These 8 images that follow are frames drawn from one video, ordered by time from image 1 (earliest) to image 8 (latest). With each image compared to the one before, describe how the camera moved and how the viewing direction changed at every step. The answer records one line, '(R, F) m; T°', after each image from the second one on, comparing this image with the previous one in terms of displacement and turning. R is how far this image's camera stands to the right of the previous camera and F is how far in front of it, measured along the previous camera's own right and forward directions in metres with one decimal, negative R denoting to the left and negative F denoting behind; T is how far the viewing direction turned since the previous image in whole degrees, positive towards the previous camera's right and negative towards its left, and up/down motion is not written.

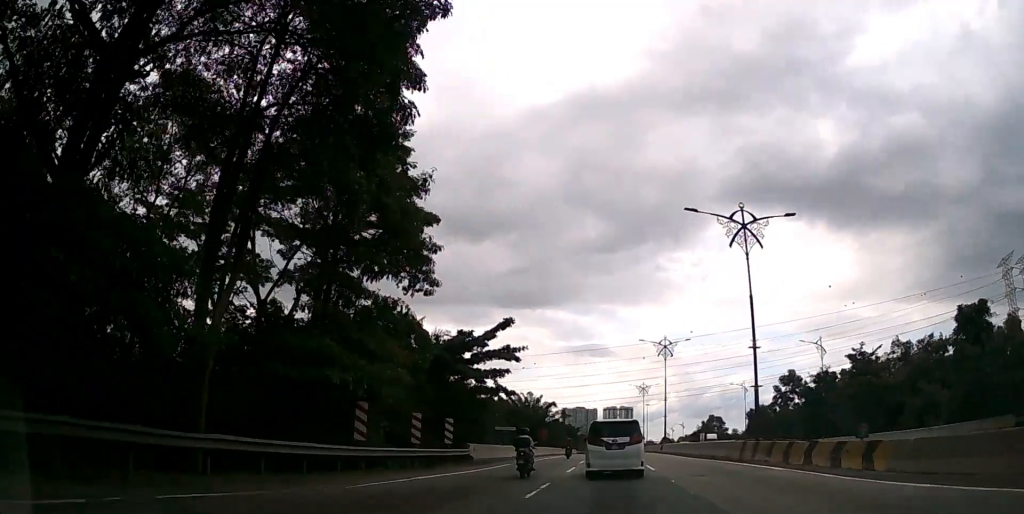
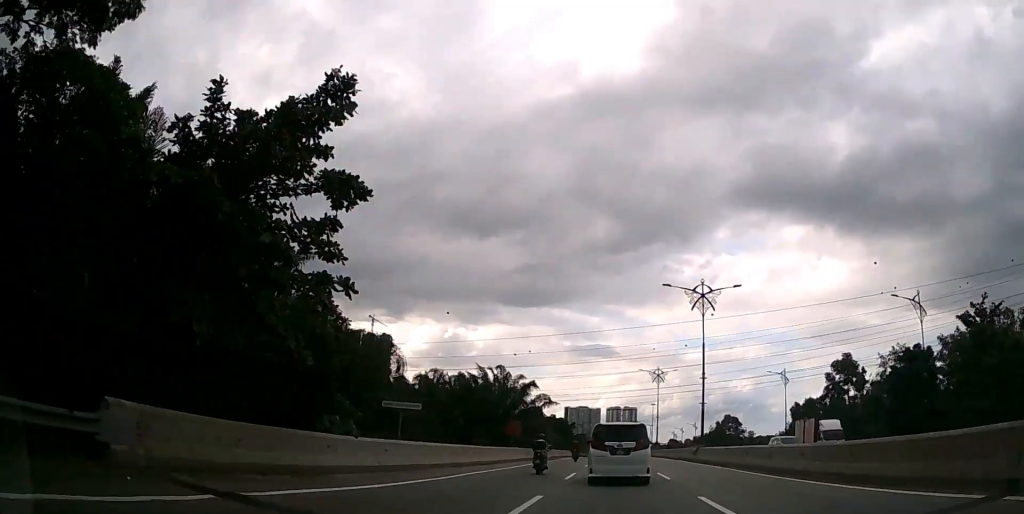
(-0.1, +24.6) m; 0°
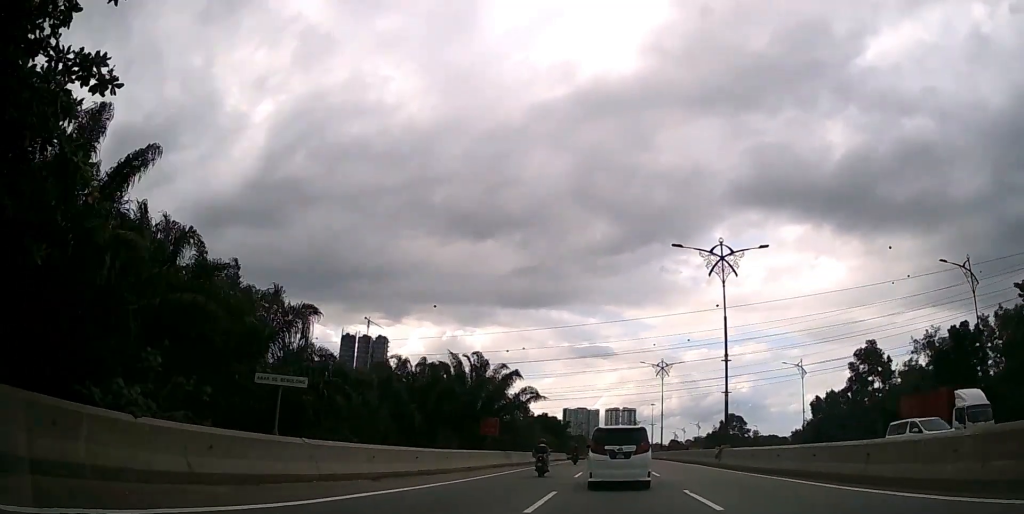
(0.0, +8.4) m; 0°
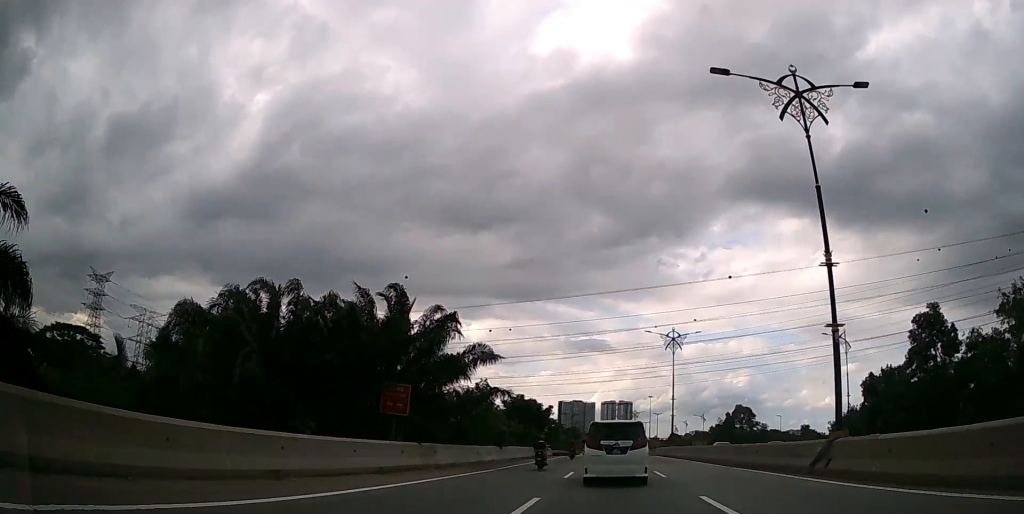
(0.0, +17.7) m; 0°
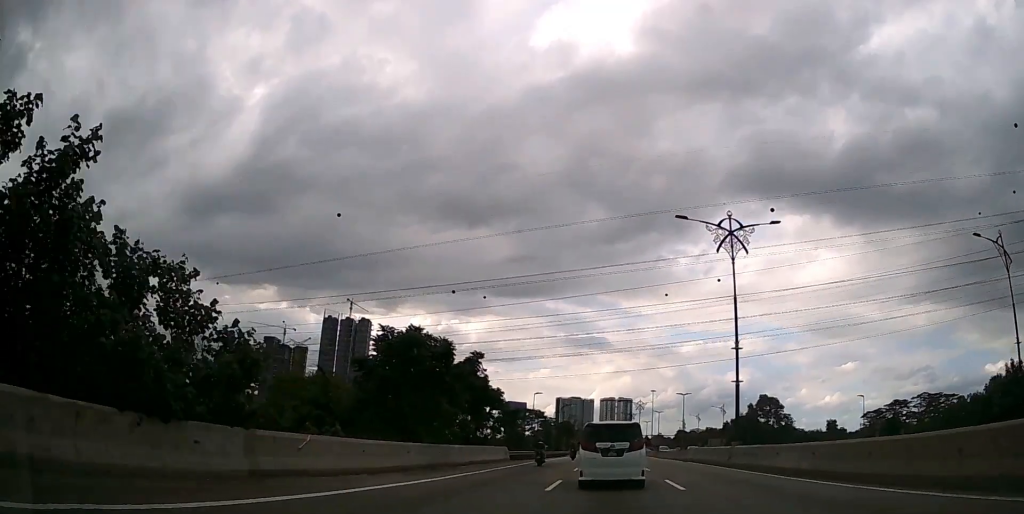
(+0.1, +30.5) m; 0°
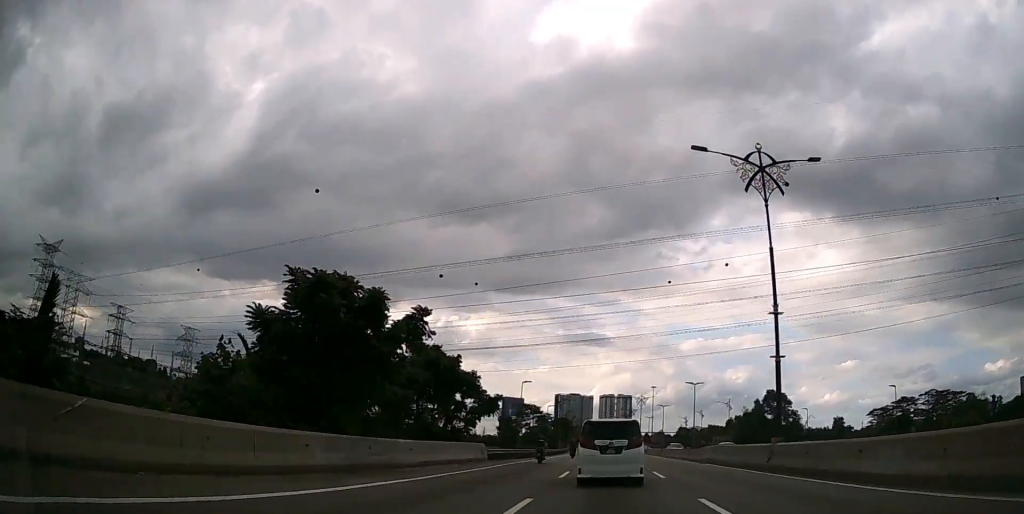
(0.0, +7.7) m; 0°
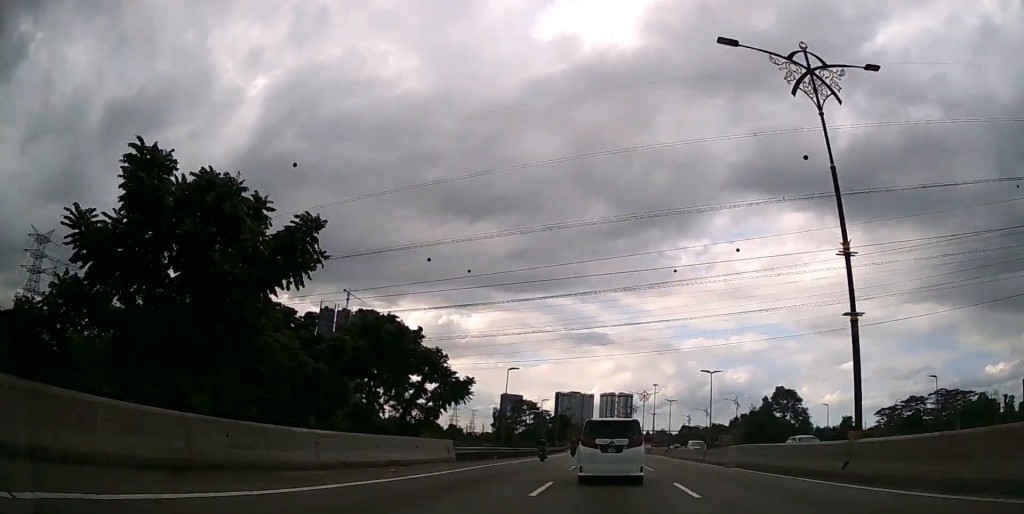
(0.0, +6.9) m; 0°
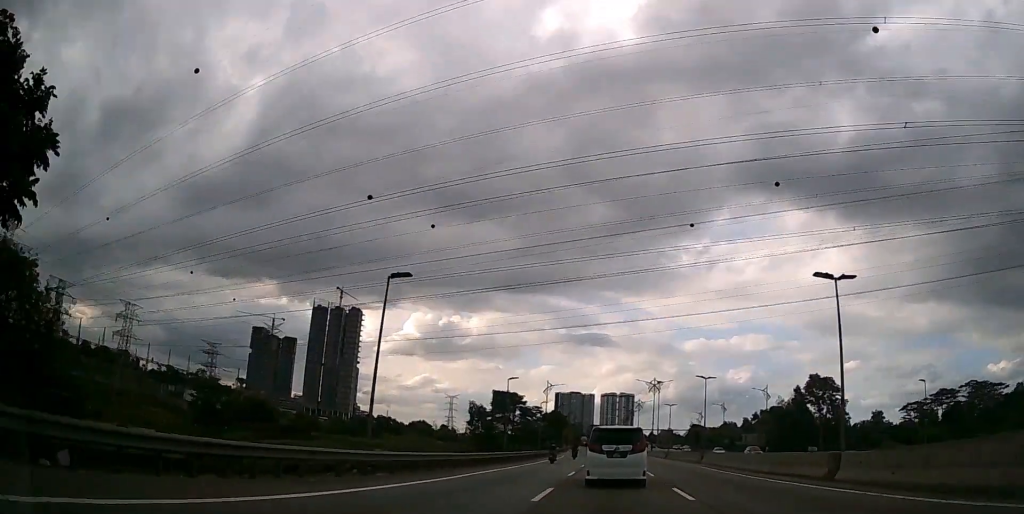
(0.0, +23.6) m; 0°
